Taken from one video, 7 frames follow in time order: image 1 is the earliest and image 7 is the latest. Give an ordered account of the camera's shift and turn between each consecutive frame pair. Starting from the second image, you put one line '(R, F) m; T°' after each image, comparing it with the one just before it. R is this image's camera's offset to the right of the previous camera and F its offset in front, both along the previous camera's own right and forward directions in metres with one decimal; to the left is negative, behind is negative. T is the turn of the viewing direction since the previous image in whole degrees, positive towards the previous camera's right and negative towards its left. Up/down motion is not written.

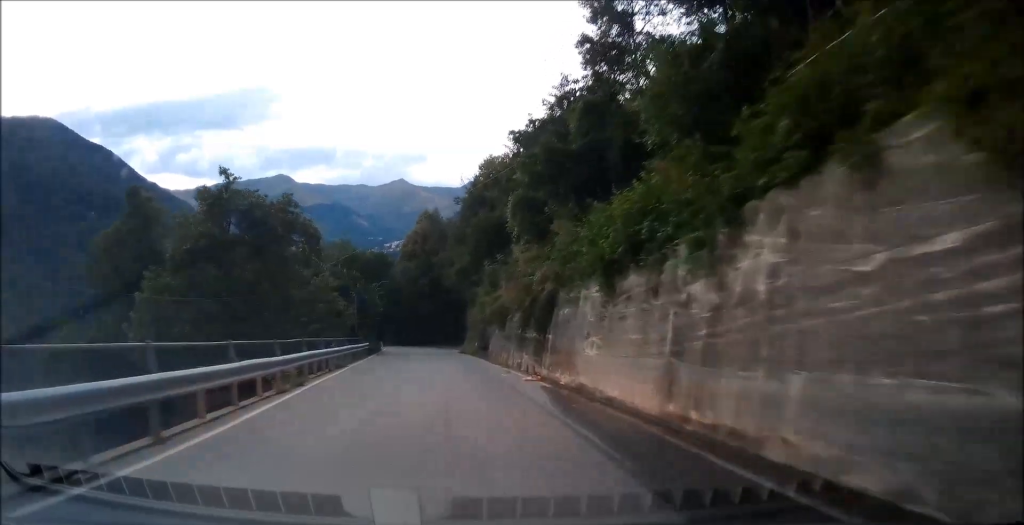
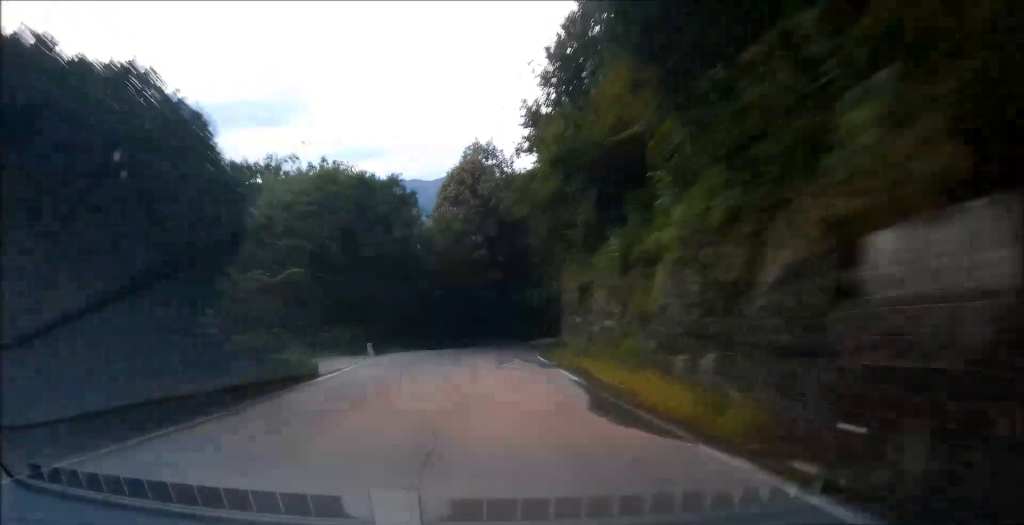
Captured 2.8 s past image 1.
(-0.8, +41.4) m; -3°
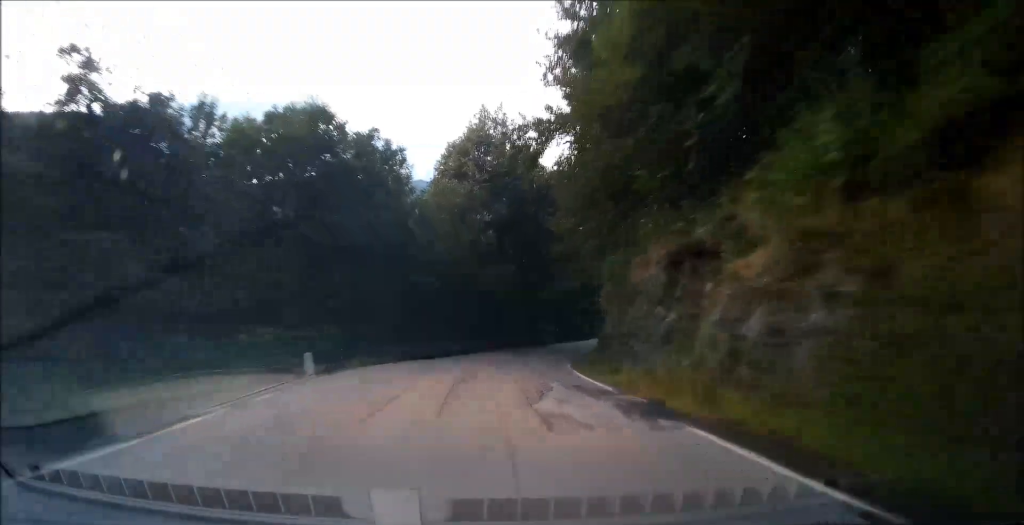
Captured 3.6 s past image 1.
(+0.1, +12.7) m; 0°
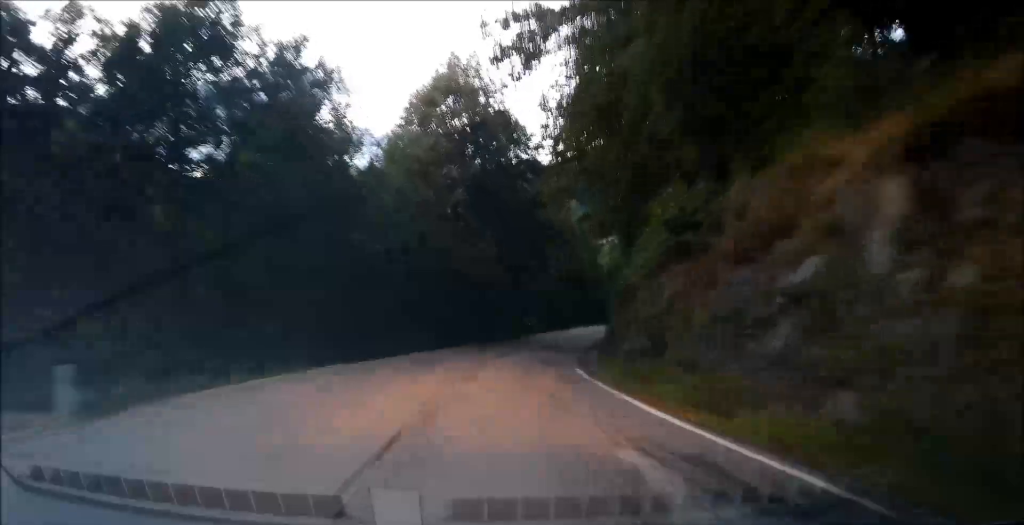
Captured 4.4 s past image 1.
(-0.4, +11.1) m; +1°
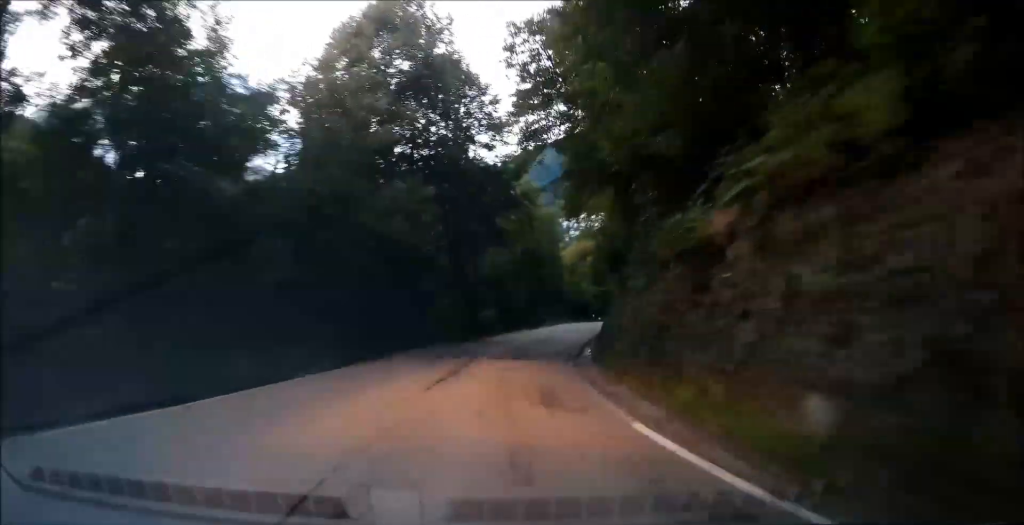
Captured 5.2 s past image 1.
(+0.6, +11.9) m; +3°
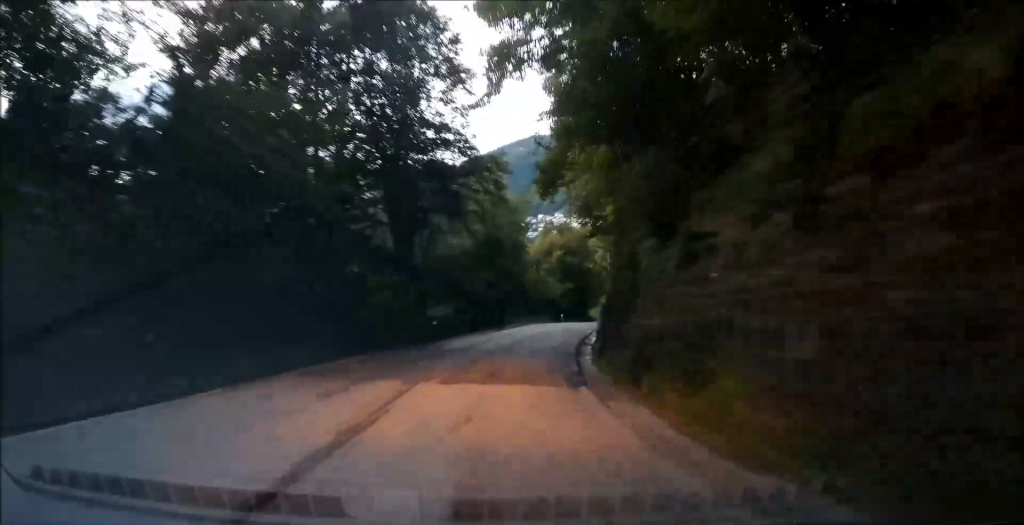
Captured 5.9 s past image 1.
(+0.2, +10.4) m; +2°
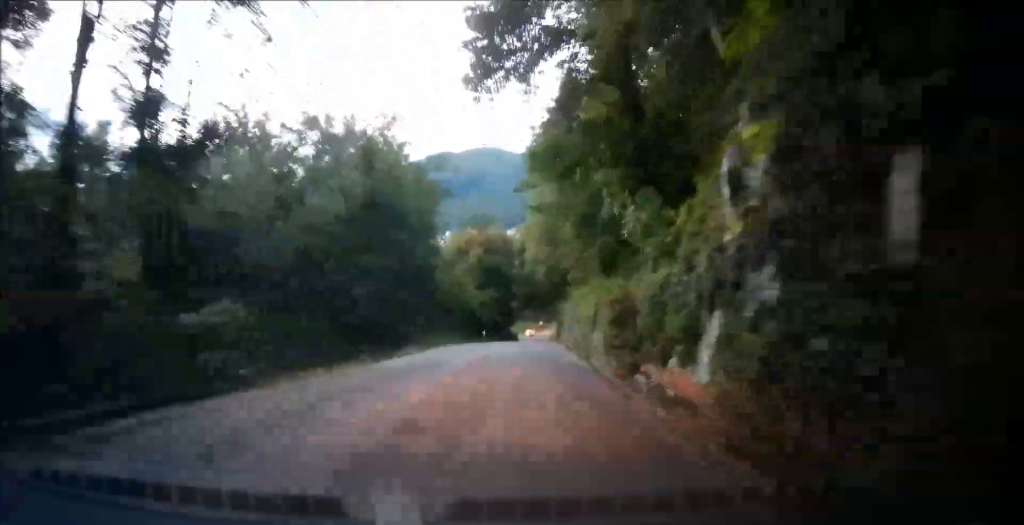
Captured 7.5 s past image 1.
(+1.2, +23.4) m; +10°
